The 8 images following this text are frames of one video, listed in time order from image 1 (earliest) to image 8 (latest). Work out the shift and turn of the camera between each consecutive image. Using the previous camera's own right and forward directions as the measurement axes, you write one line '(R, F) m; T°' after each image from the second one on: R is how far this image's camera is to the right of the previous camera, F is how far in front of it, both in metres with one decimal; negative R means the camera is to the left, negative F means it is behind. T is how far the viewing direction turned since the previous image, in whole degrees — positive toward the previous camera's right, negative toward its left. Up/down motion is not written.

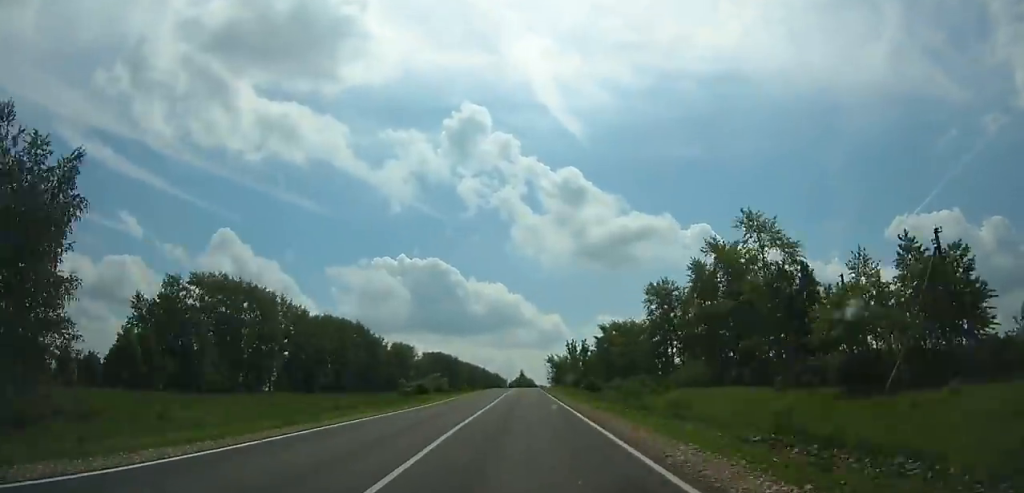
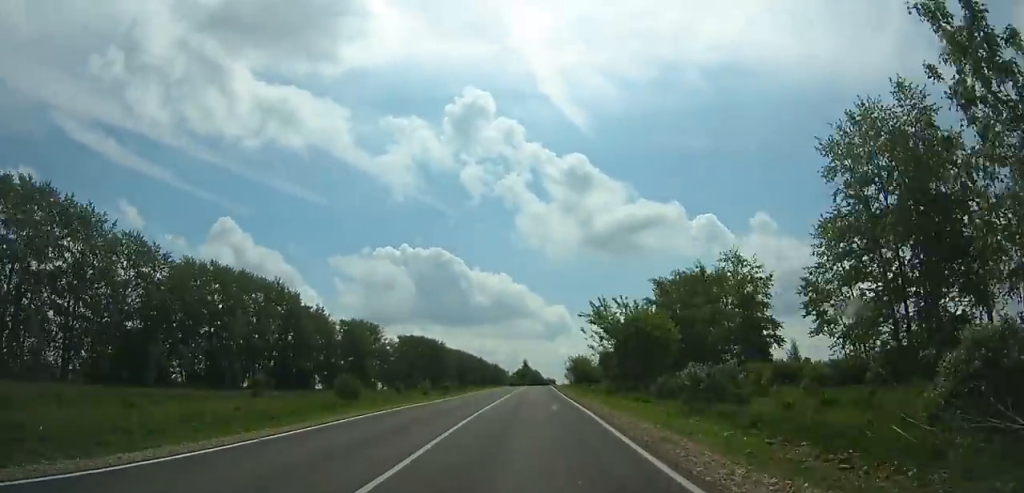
(+0.3, +73.3) m; 0°
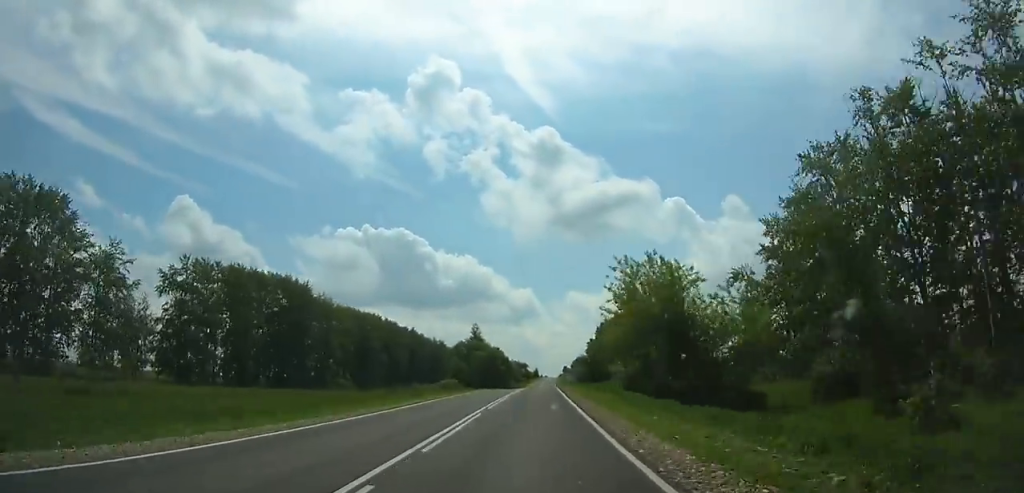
(+1.7, +138.6) m; +3°
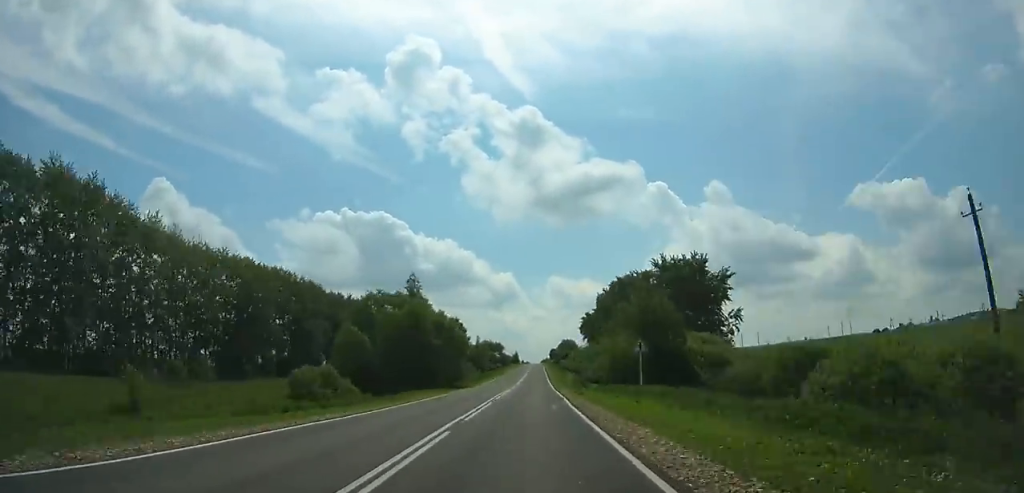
(+1.4, +68.9) m; +1°
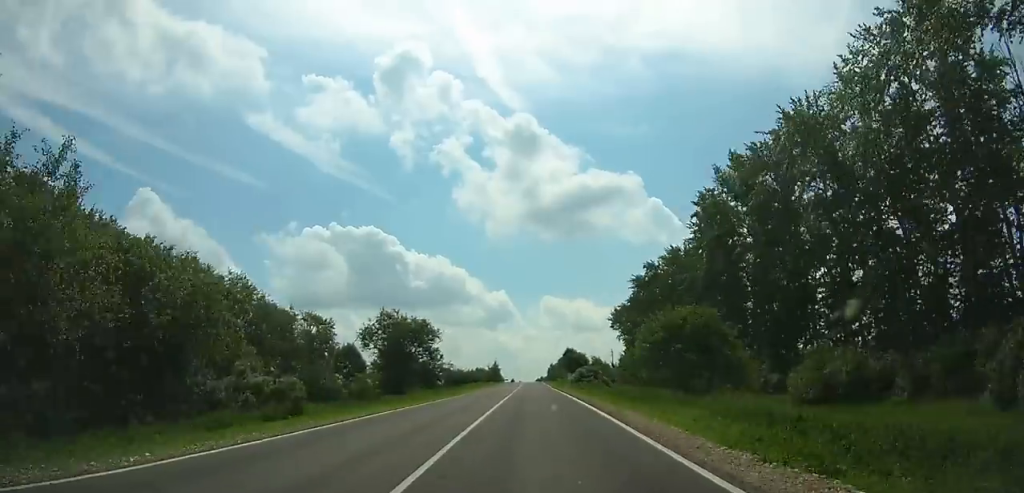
(+1.5, +121.5) m; +1°
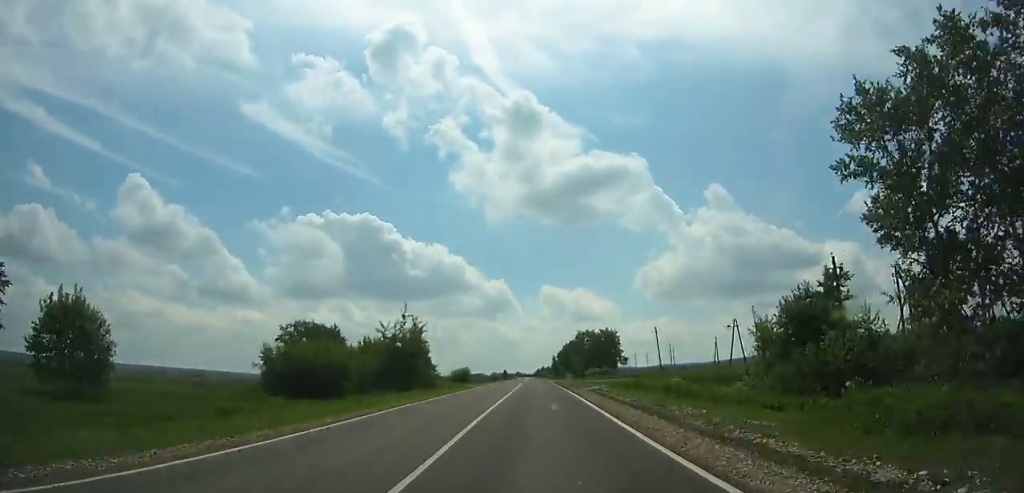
(+0.6, +117.0) m; 0°
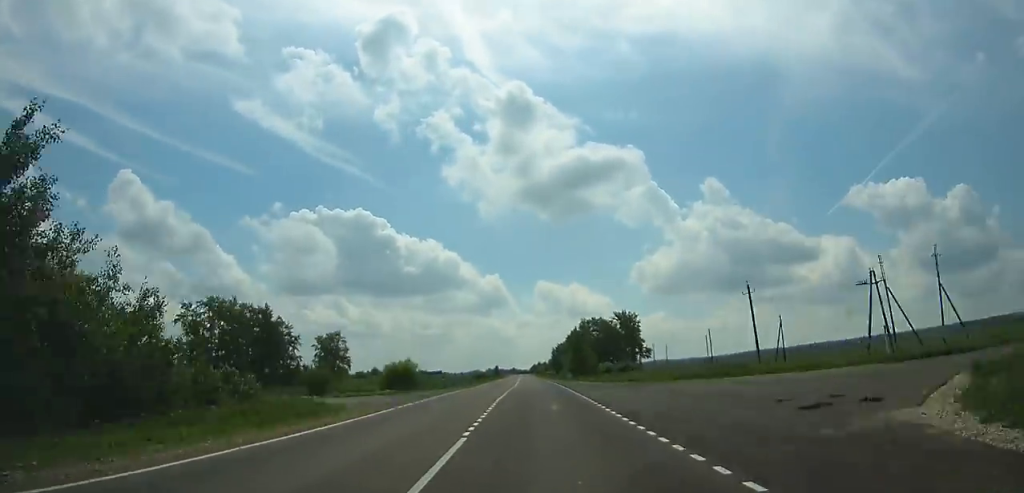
(-0.1, +44.6) m; 0°
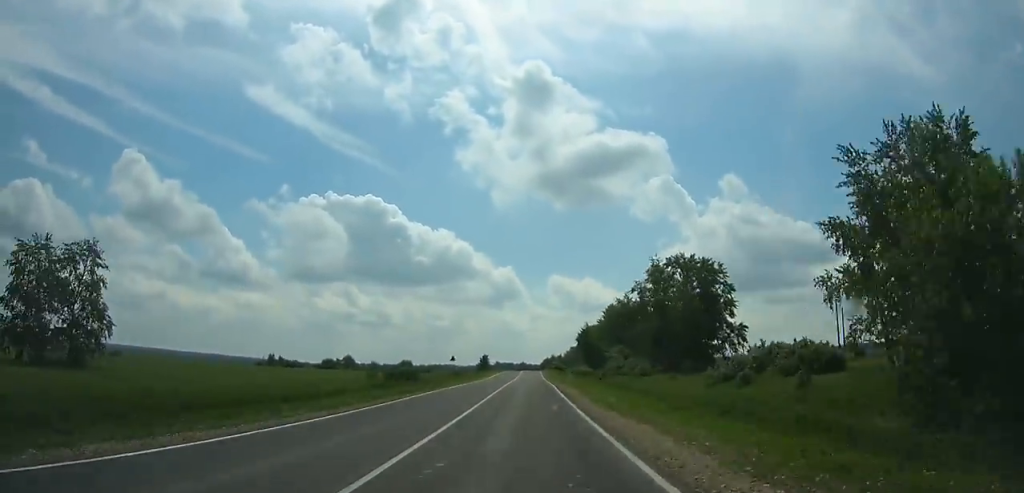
(0.0, +117.0) m; 0°
